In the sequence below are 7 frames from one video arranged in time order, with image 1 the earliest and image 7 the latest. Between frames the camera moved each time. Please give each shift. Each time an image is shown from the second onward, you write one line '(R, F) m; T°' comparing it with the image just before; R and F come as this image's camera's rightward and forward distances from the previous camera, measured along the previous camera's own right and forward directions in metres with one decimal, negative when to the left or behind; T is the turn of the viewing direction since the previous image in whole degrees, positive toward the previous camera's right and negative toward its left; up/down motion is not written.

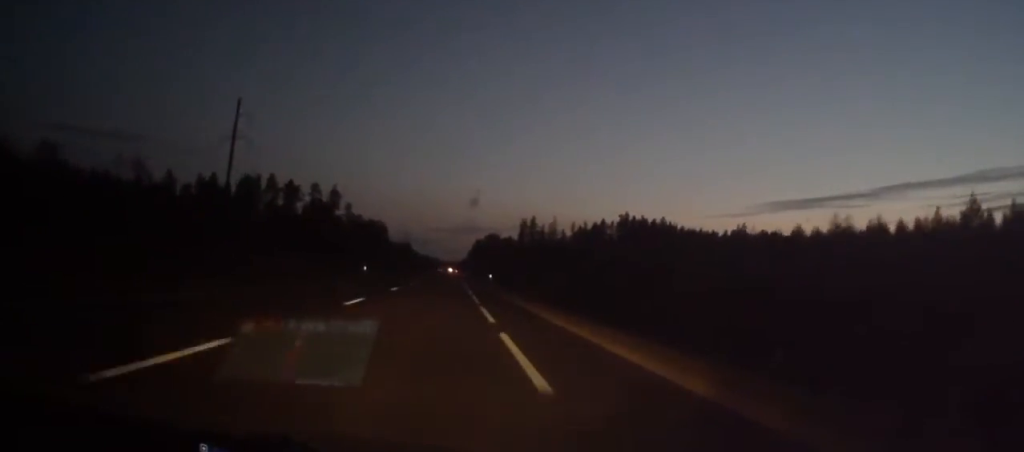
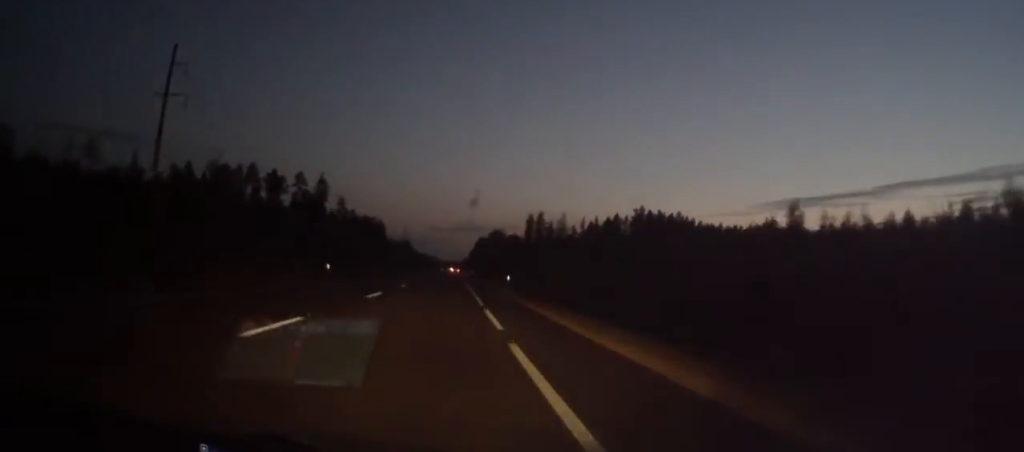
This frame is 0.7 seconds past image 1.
(-0.1, +20.4) m; 0°
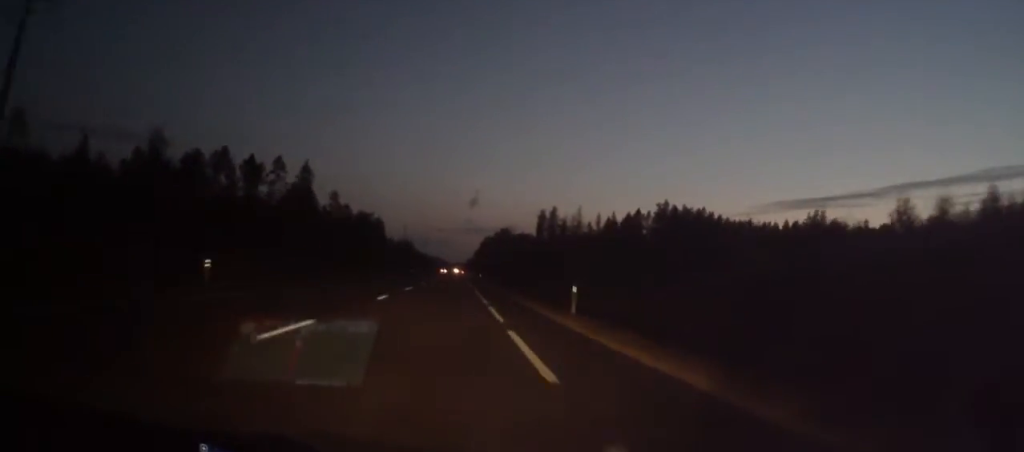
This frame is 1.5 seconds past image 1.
(0.0, +24.3) m; 0°
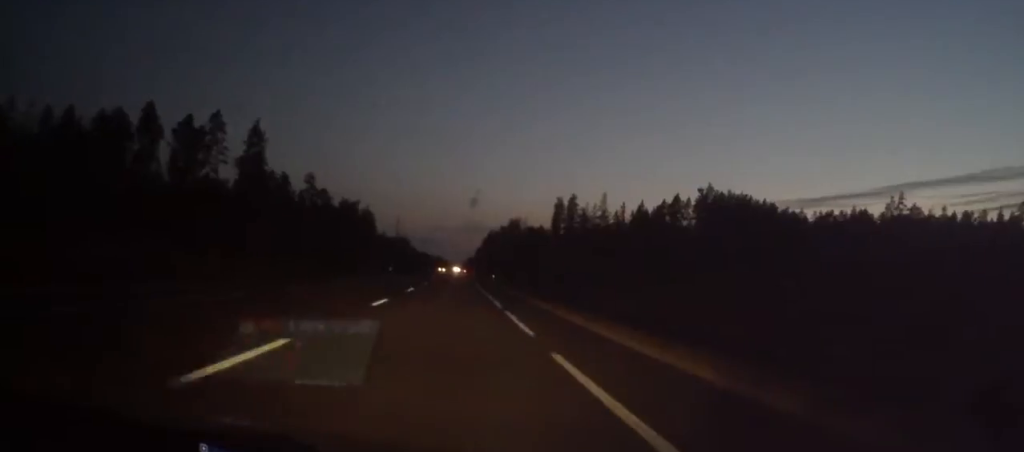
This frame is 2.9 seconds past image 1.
(+0.3, +39.8) m; 0°
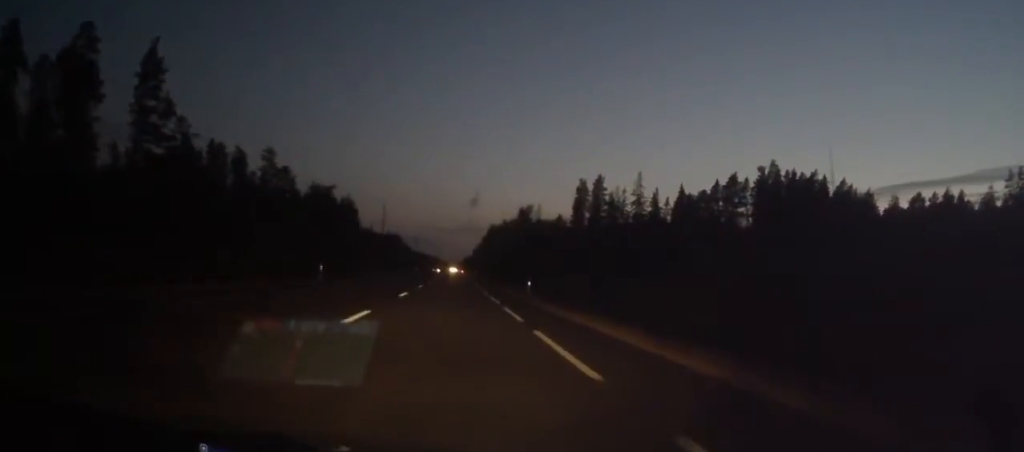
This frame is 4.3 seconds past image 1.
(-0.3, +41.7) m; 0°
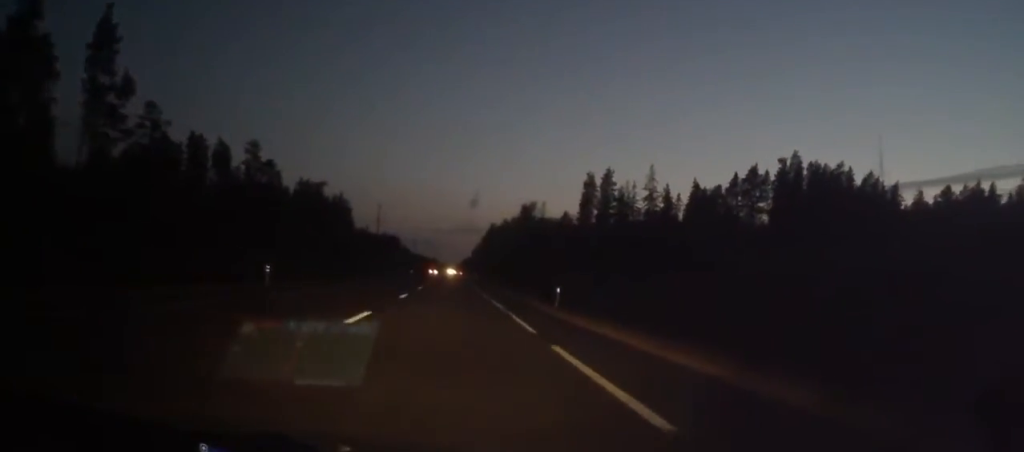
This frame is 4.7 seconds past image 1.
(+0.1, +11.5) m; 0°
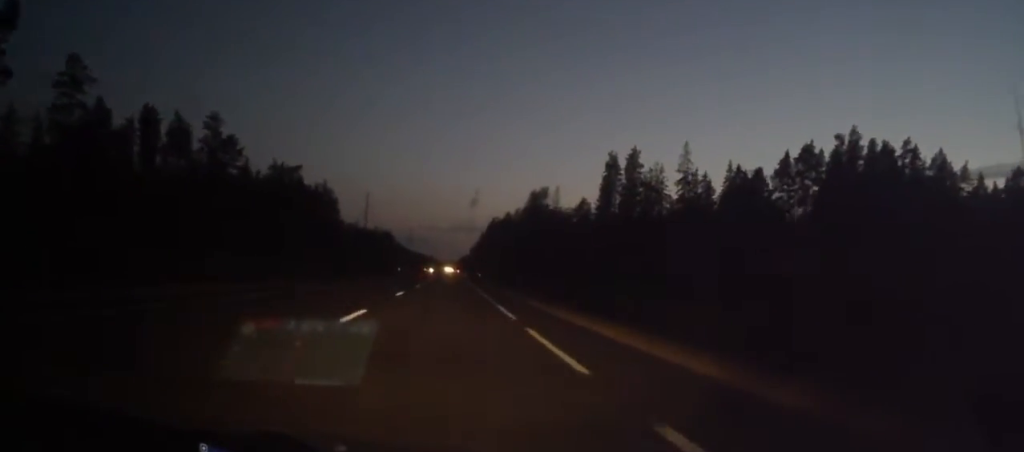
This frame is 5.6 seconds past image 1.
(+0.1, +24.0) m; 0°
